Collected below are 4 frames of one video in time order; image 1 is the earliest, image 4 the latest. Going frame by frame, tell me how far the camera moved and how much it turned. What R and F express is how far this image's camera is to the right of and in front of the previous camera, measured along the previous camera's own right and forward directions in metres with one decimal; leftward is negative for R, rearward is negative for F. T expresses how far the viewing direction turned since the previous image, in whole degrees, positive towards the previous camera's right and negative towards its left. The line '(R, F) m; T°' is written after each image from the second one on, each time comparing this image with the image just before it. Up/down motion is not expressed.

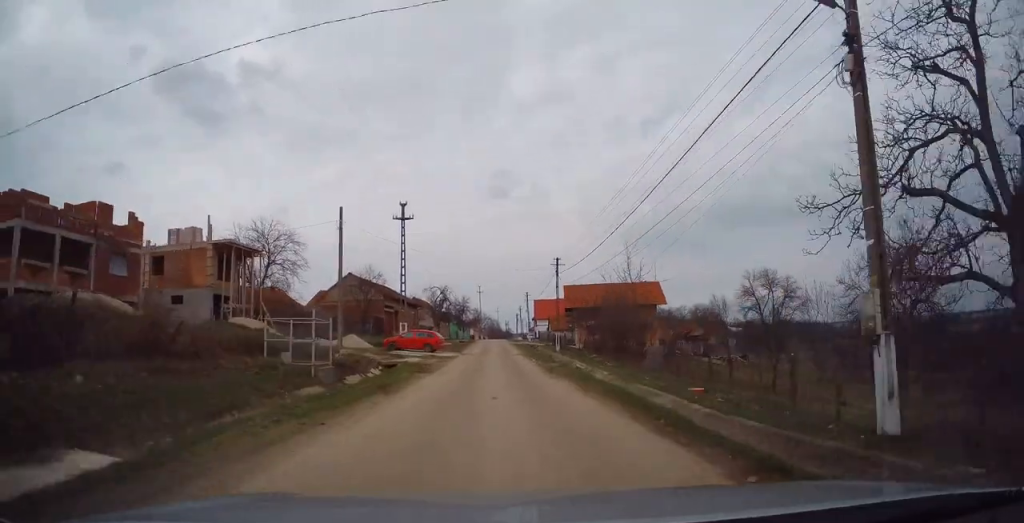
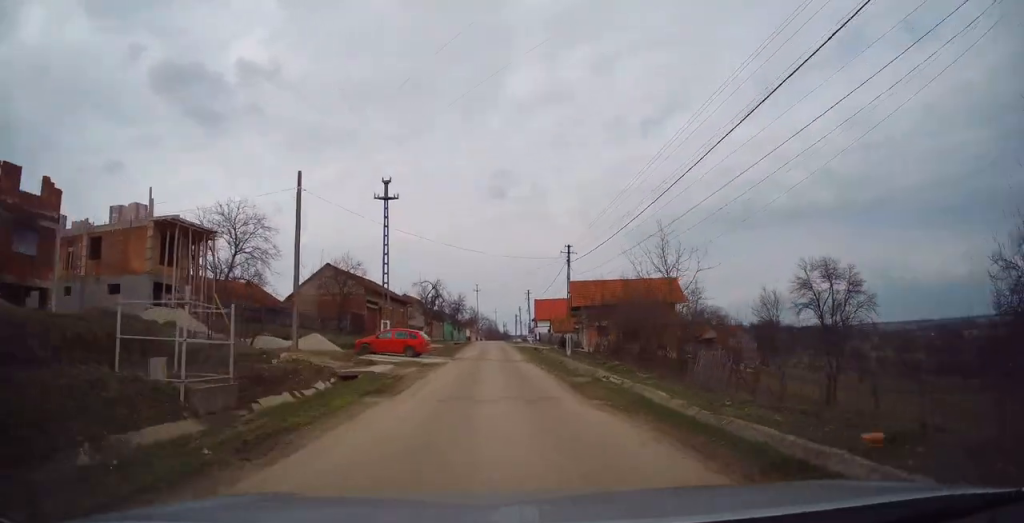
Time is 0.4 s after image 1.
(+0.1, +7.5) m; 0°
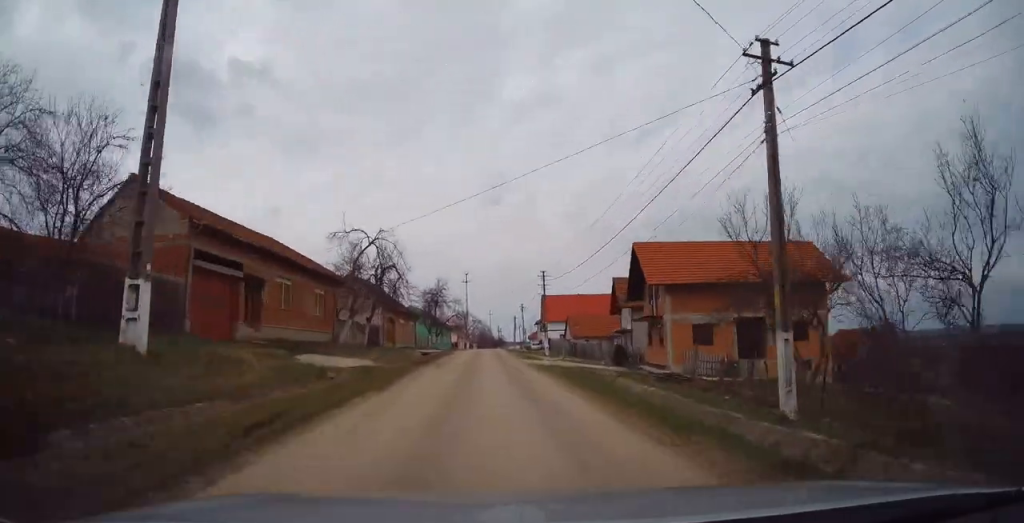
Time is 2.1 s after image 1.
(-0.1, +29.0) m; +1°
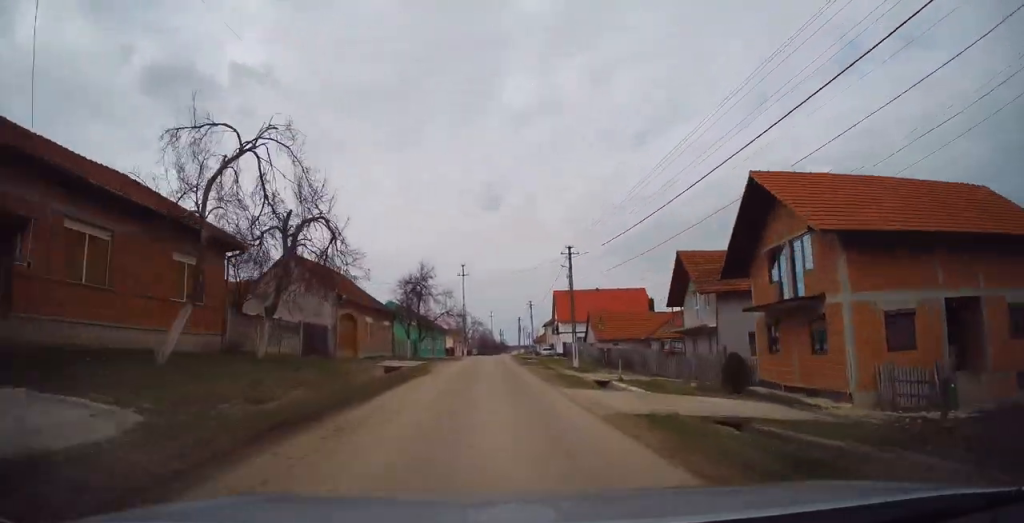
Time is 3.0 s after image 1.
(+0.1, +15.7) m; 0°
